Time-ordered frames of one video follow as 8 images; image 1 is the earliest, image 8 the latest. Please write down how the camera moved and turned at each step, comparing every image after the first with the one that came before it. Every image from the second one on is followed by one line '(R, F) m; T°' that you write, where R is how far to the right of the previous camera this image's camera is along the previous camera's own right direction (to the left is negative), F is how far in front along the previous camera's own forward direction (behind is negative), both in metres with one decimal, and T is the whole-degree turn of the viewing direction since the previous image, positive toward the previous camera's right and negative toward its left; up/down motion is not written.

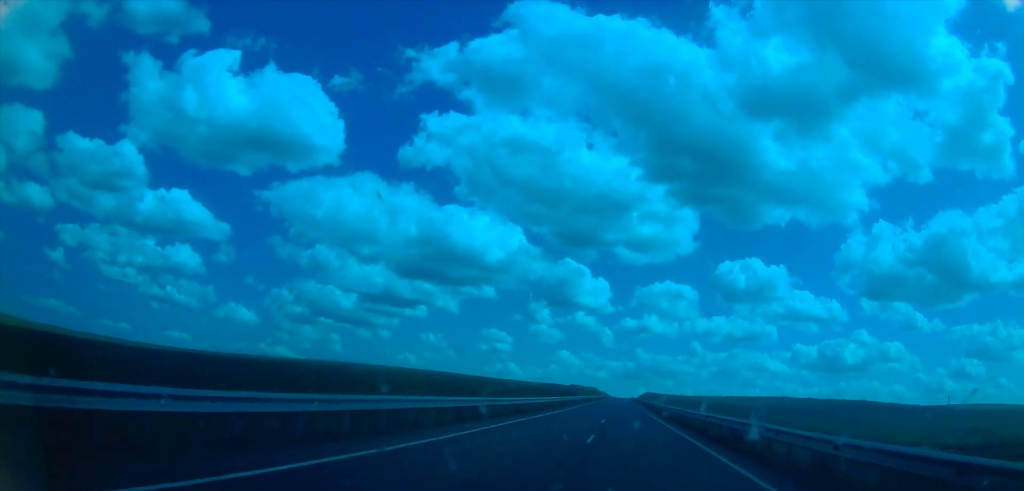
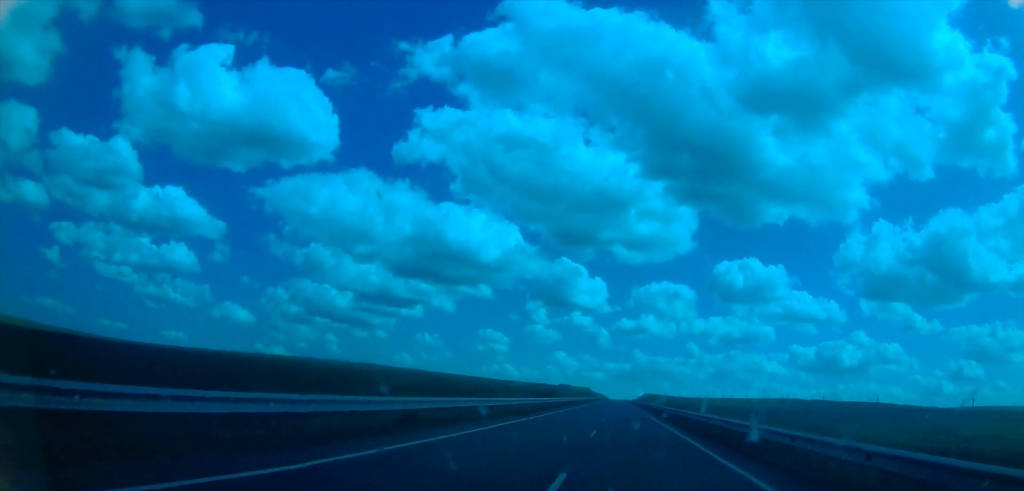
(-1.6, +69.7) m; -2°
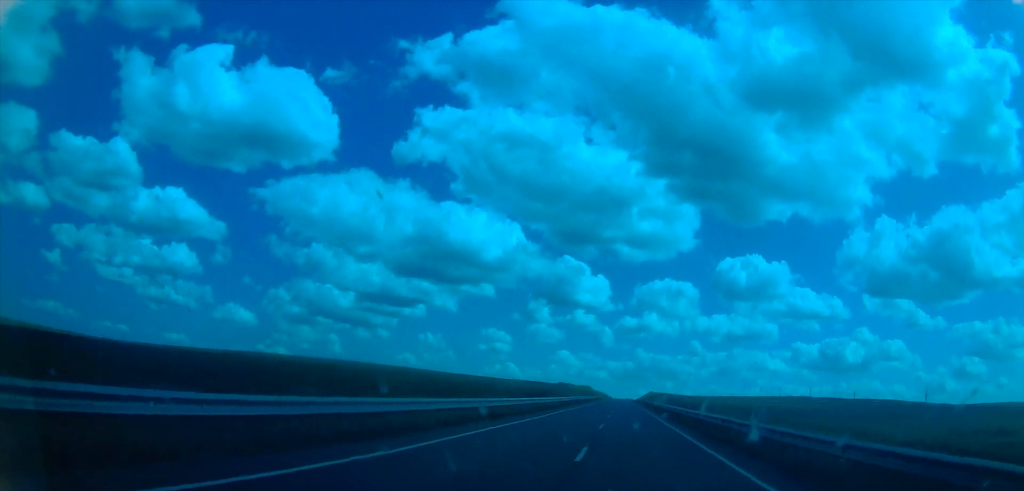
(+0.1, +30.9) m; +2°
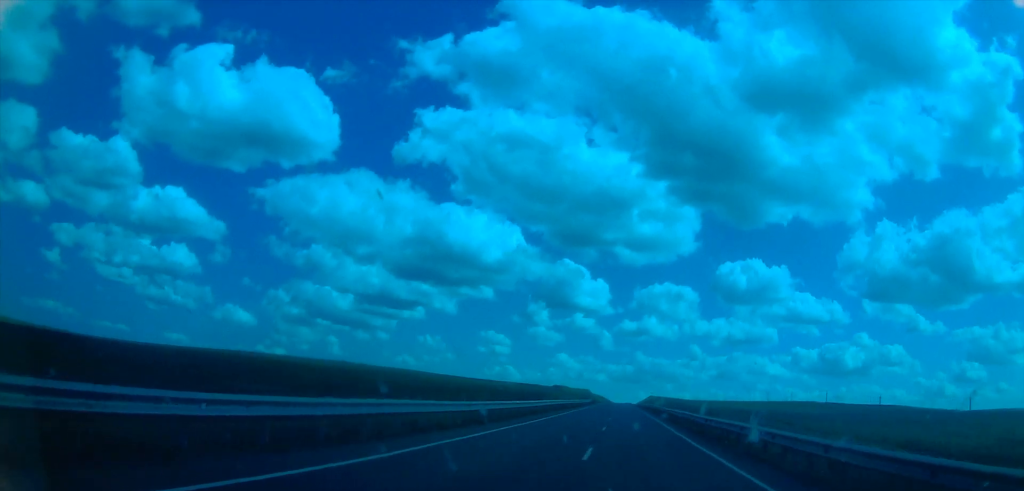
(+0.6, +23.2) m; +2°
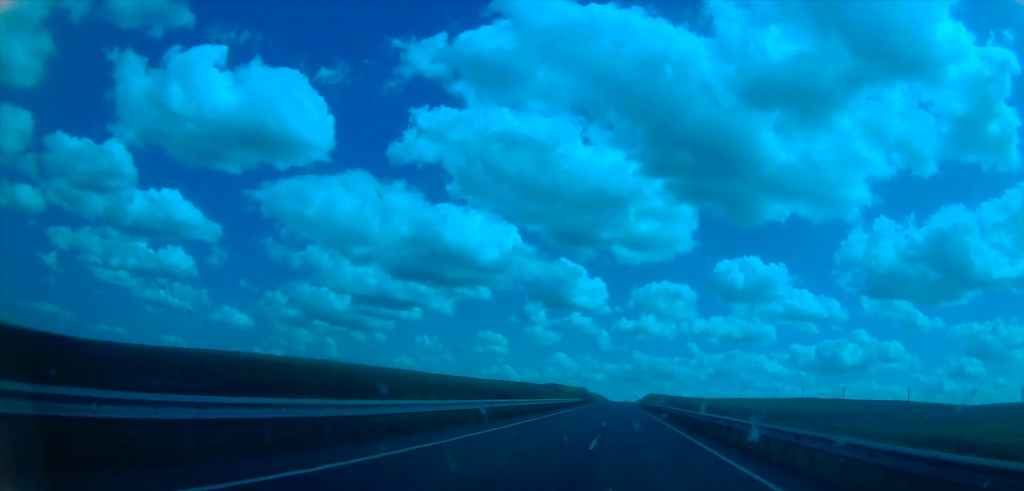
(0.0, +22.0) m; 0°
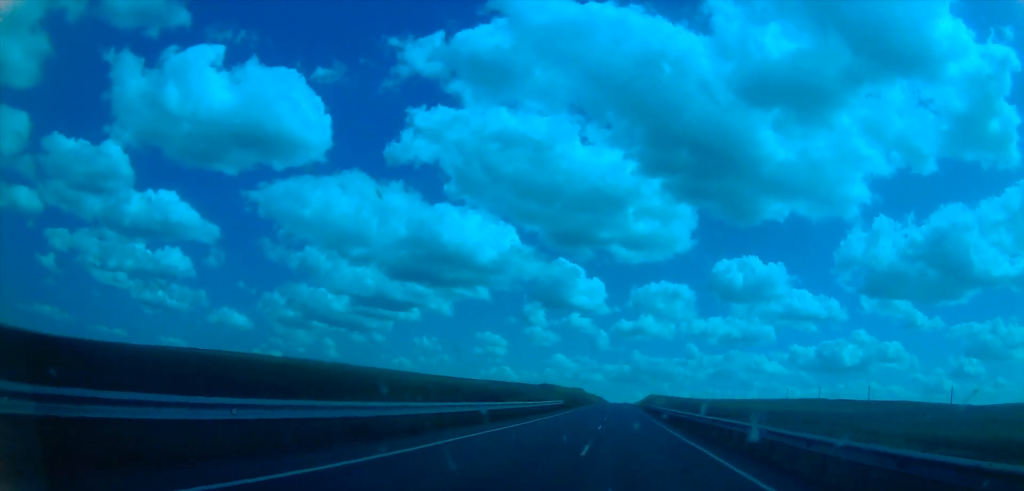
(0.0, +24.2) m; 0°
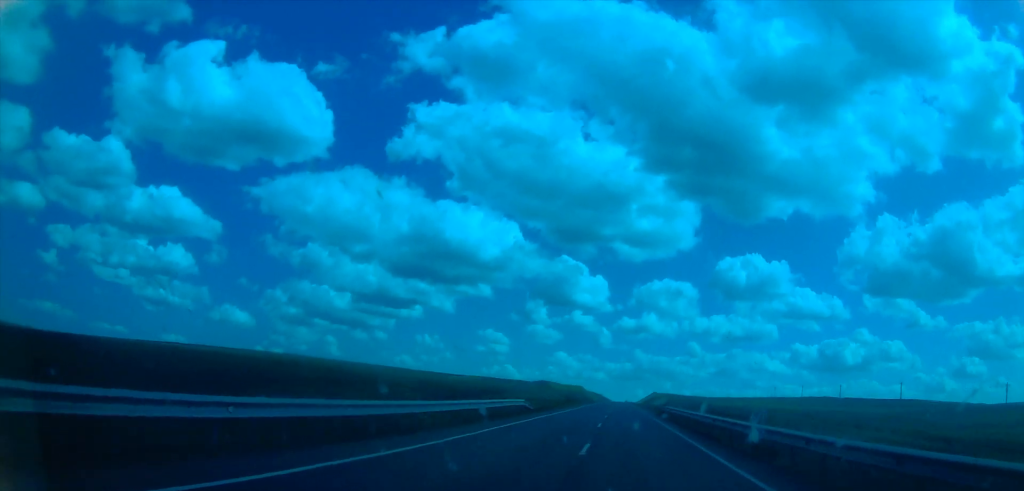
(-0.1, +24.3) m; 0°
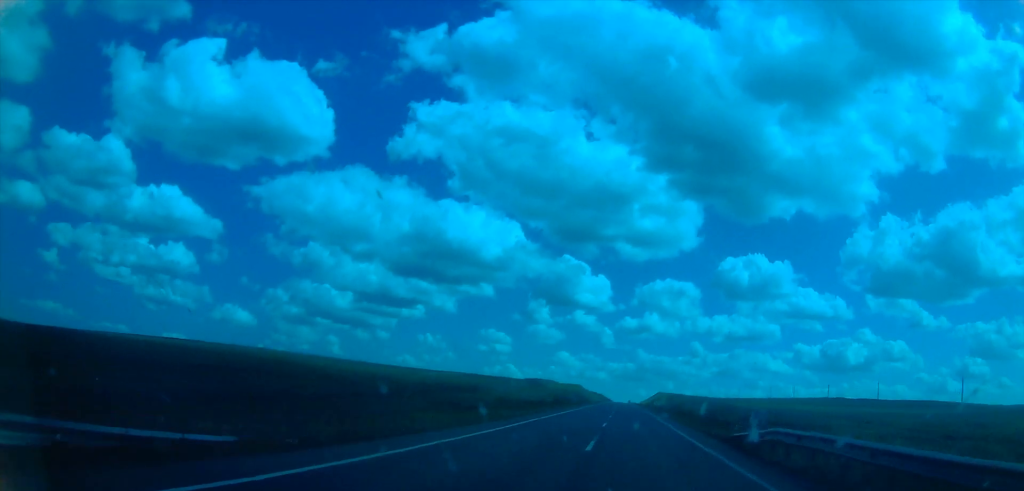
(-0.2, +35.6) m; 0°
